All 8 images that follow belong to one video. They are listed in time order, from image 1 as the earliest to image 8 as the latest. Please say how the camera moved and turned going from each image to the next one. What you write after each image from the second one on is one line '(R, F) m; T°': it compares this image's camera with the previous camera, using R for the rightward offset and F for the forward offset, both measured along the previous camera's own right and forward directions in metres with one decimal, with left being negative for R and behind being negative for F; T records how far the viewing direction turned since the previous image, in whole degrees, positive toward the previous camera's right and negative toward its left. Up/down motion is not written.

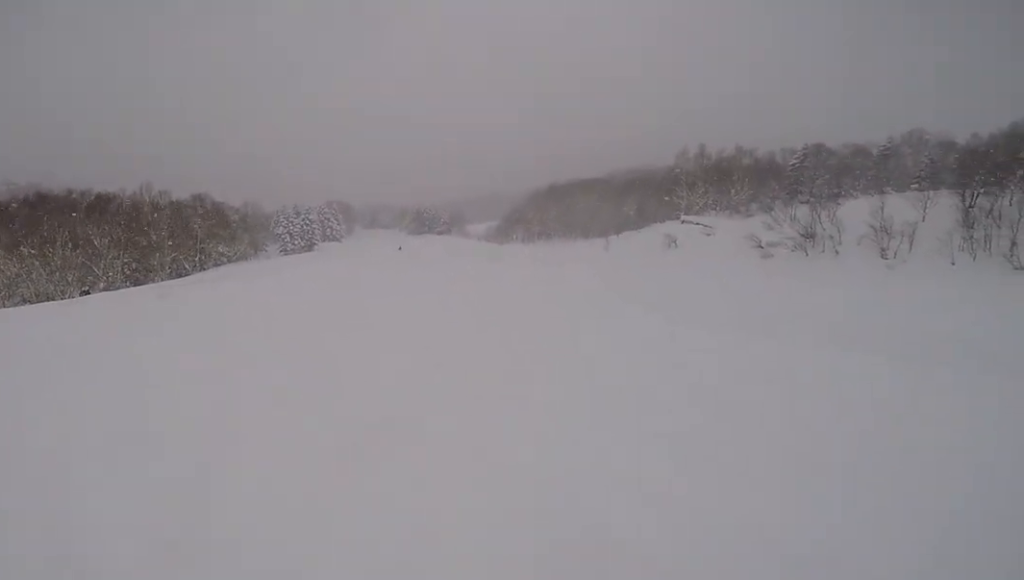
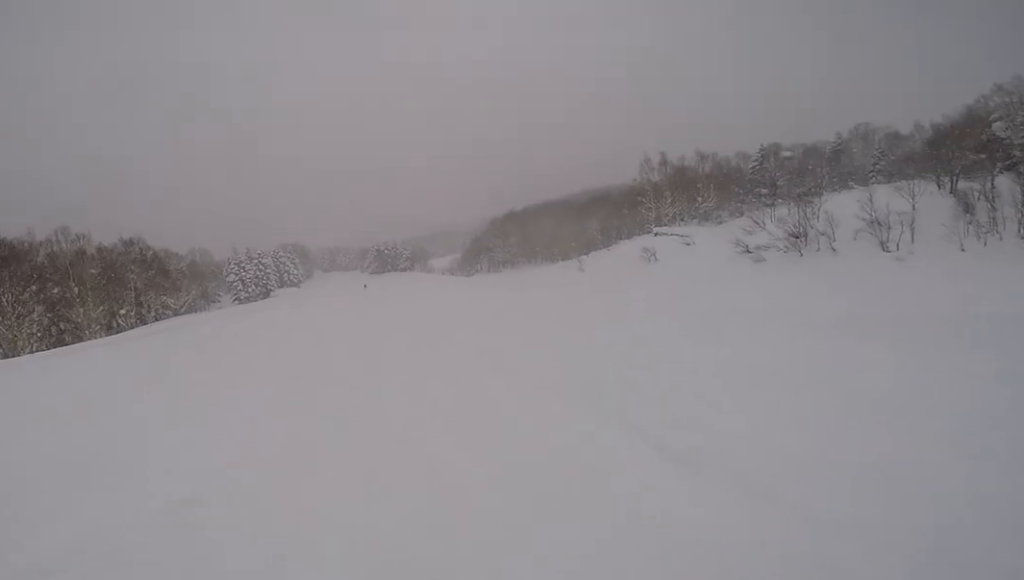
(+0.4, +5.6) m; +1°
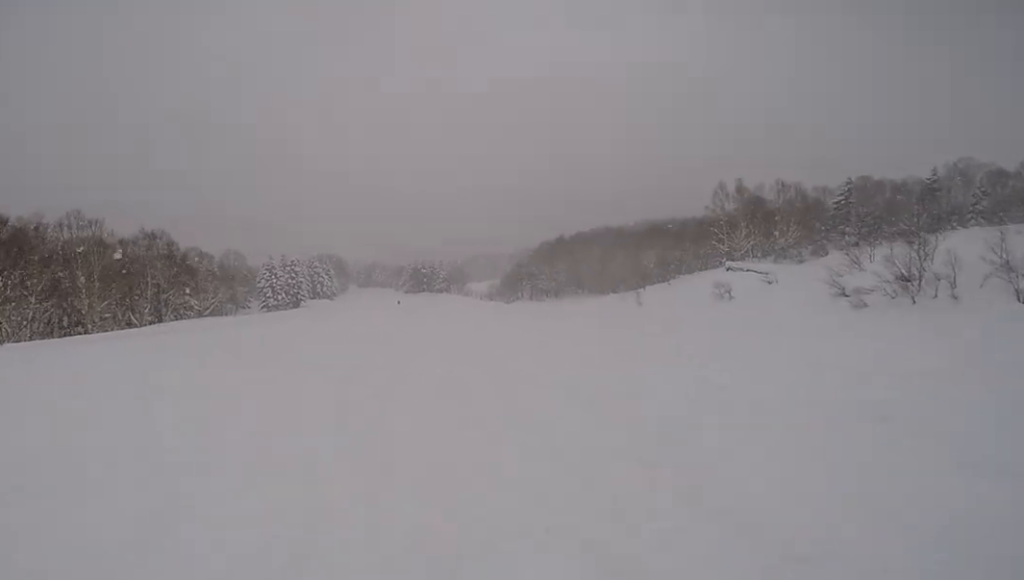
(+0.1, +5.3) m; -1°
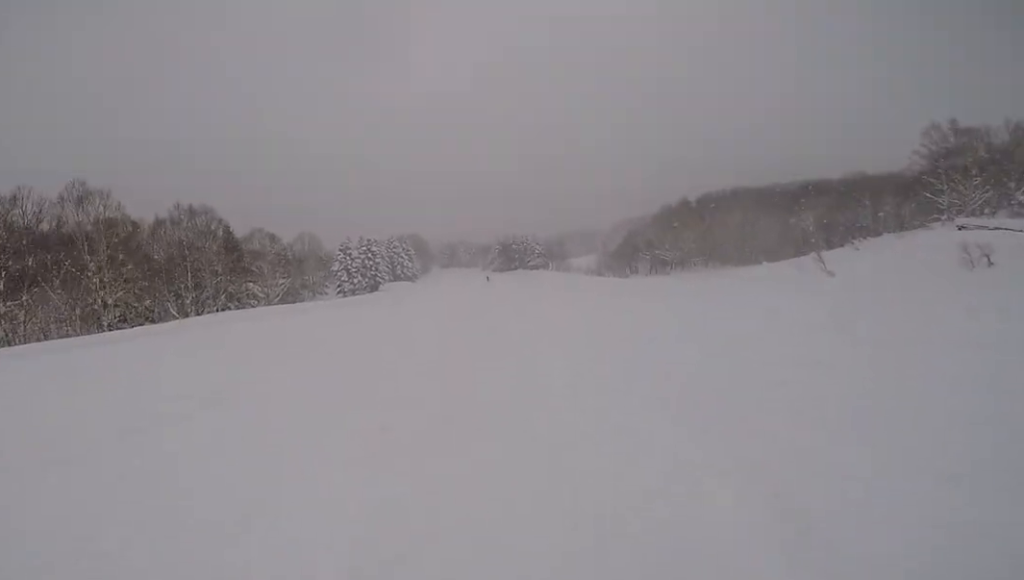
(-0.7, +12.6) m; -9°
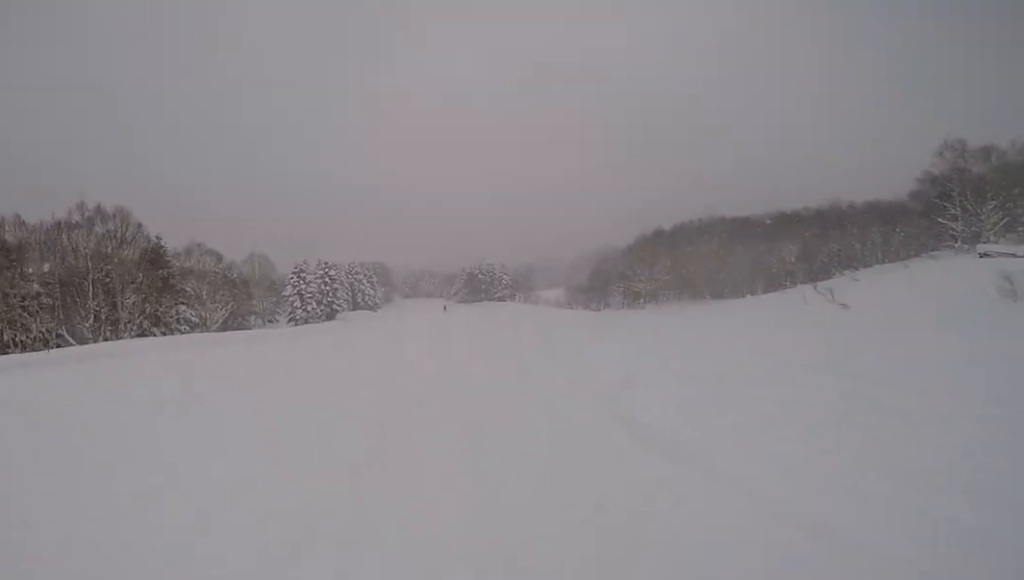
(-0.7, +8.2) m; -2°
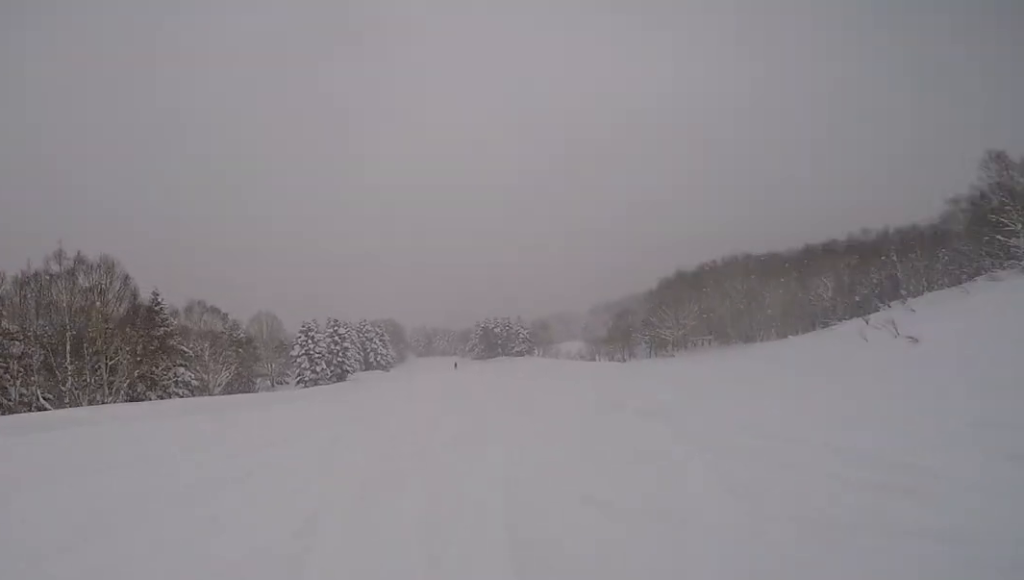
(-0.3, +4.5) m; +1°
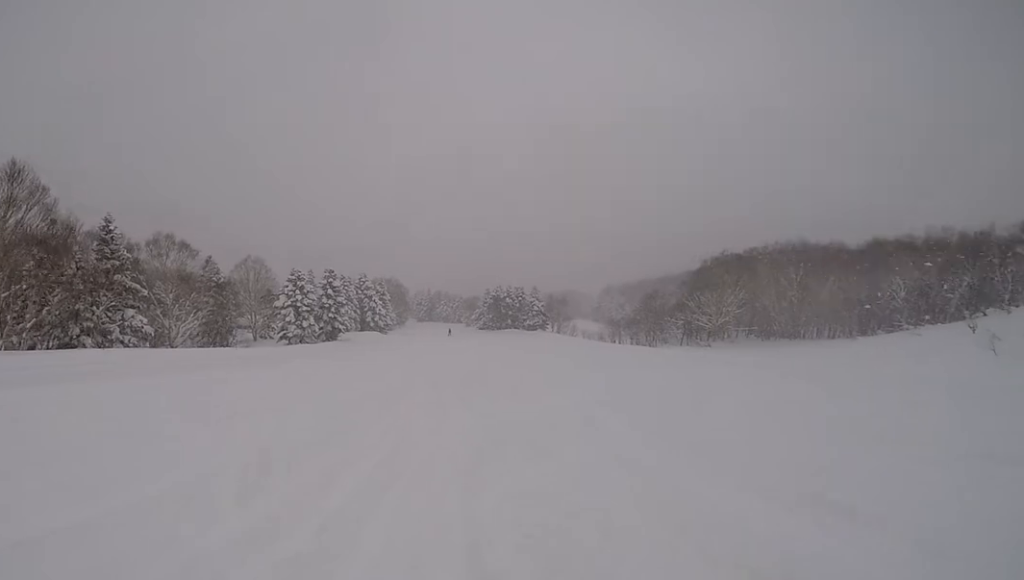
(+1.2, +10.2) m; +5°
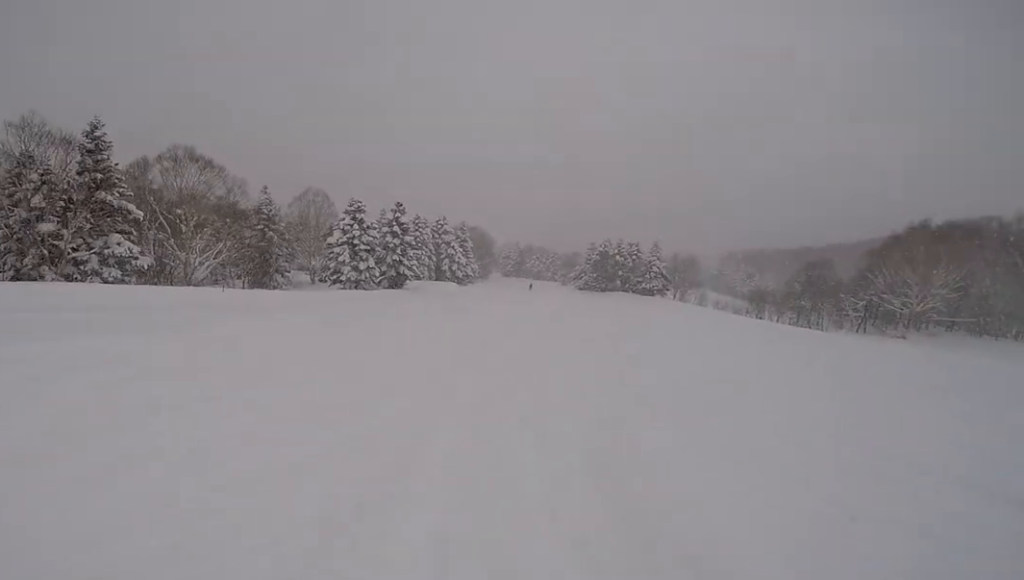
(-1.6, +14.0) m; -1°
